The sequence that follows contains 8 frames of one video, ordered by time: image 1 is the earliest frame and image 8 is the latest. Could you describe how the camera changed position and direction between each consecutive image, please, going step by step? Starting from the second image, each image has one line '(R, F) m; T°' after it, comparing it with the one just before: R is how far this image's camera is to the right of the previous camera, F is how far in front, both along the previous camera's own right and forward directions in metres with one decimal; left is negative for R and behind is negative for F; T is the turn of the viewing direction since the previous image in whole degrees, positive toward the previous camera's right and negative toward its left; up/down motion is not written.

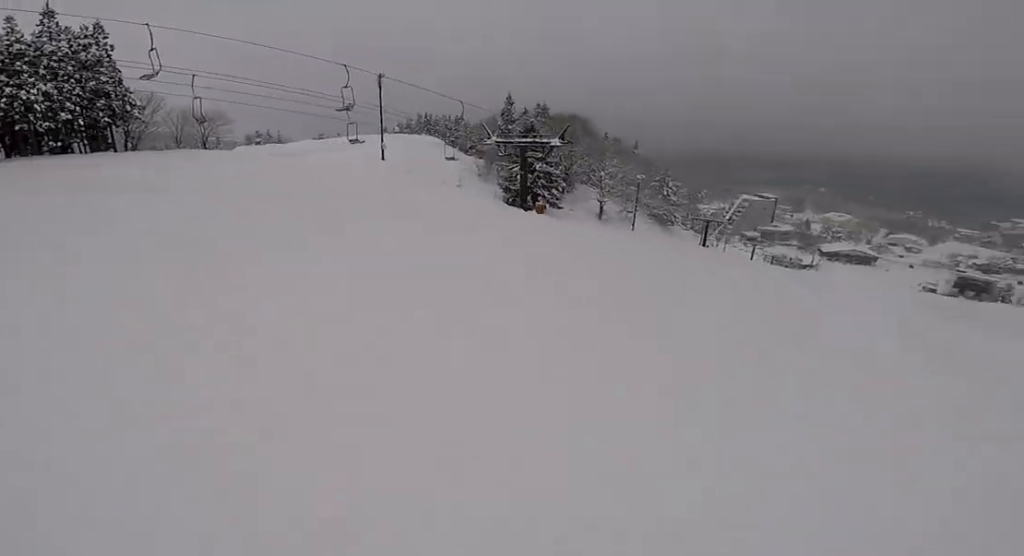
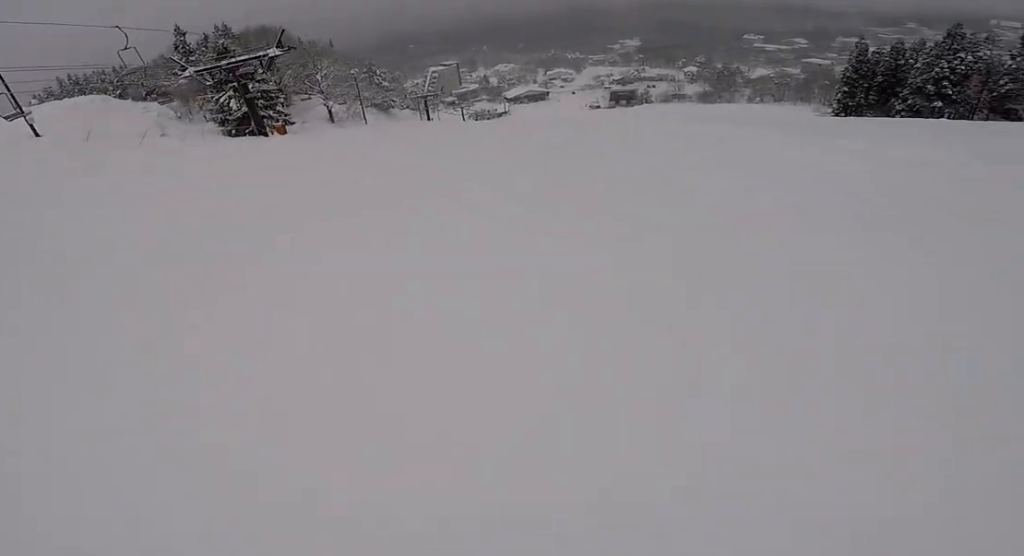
(-0.1, +6.0) m; +16°
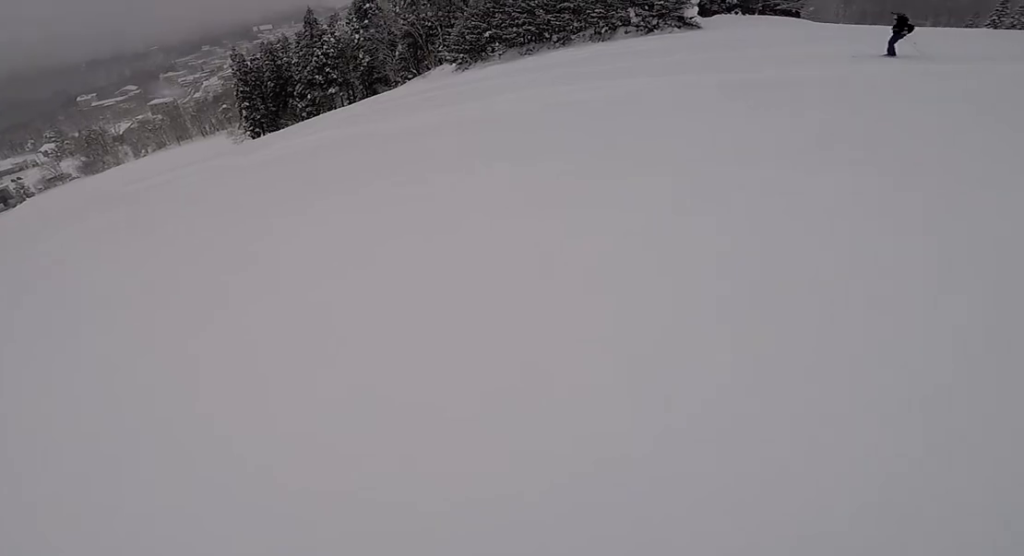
(+9.7, +12.9) m; +61°
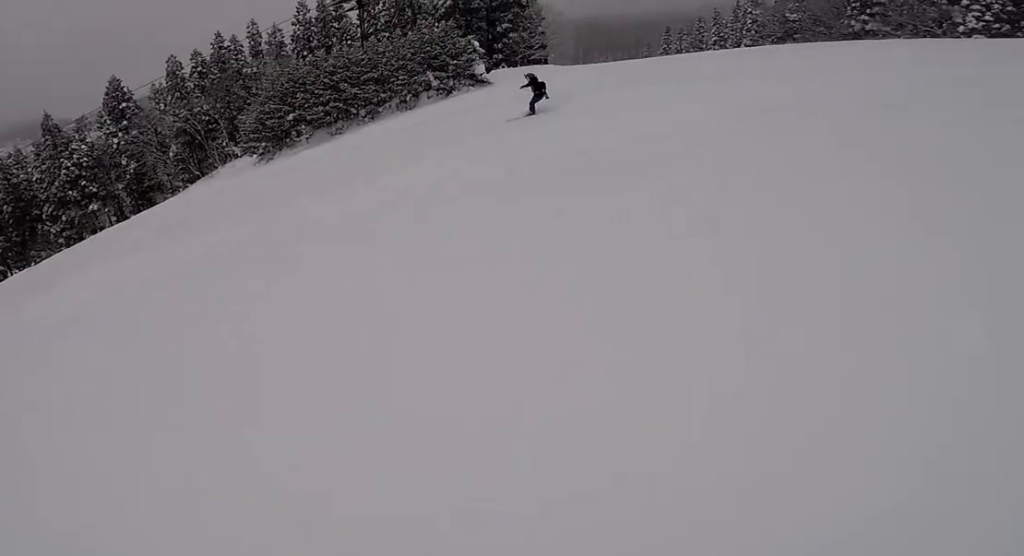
(+0.6, +4.8) m; +10°
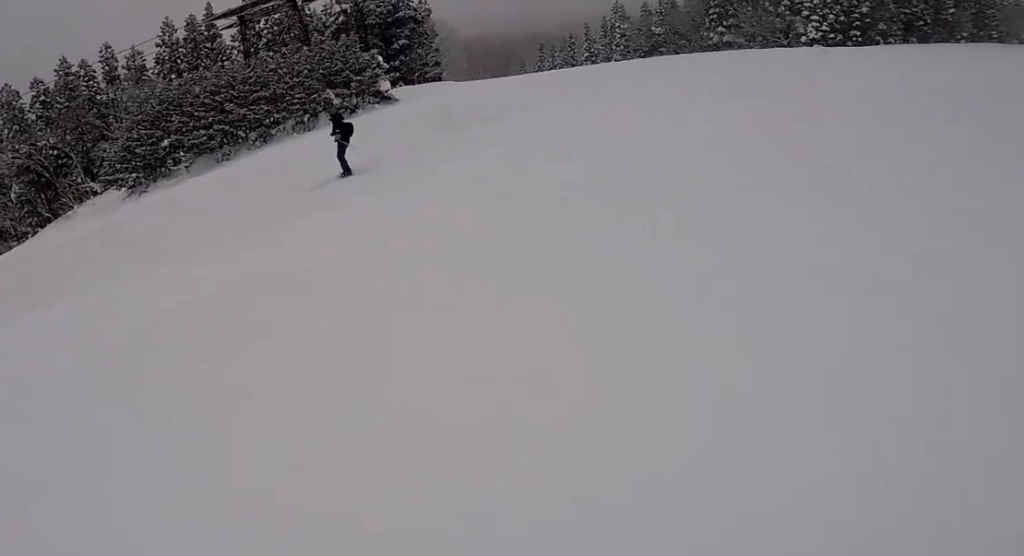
(+0.4, +3.7) m; +6°
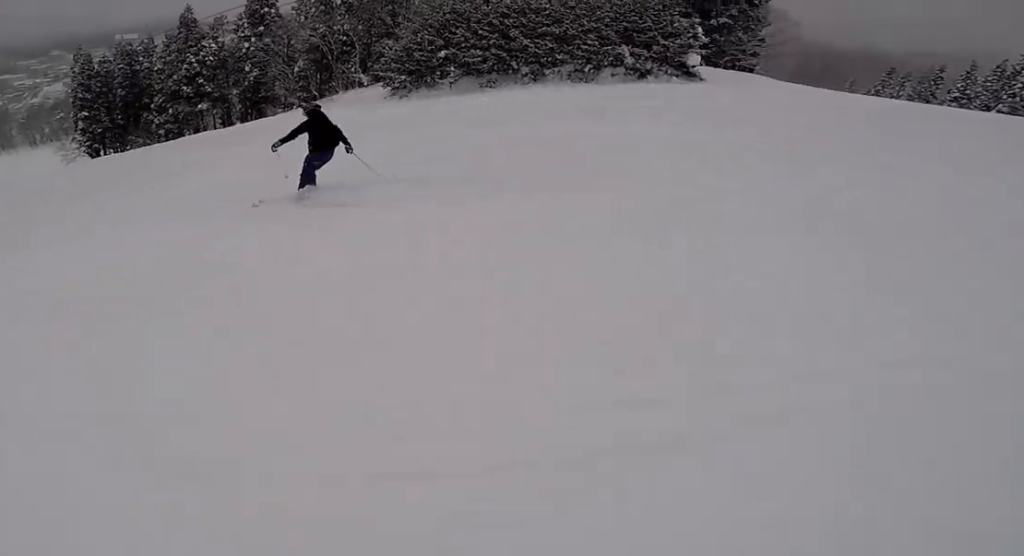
(0.0, +4.4) m; -12°
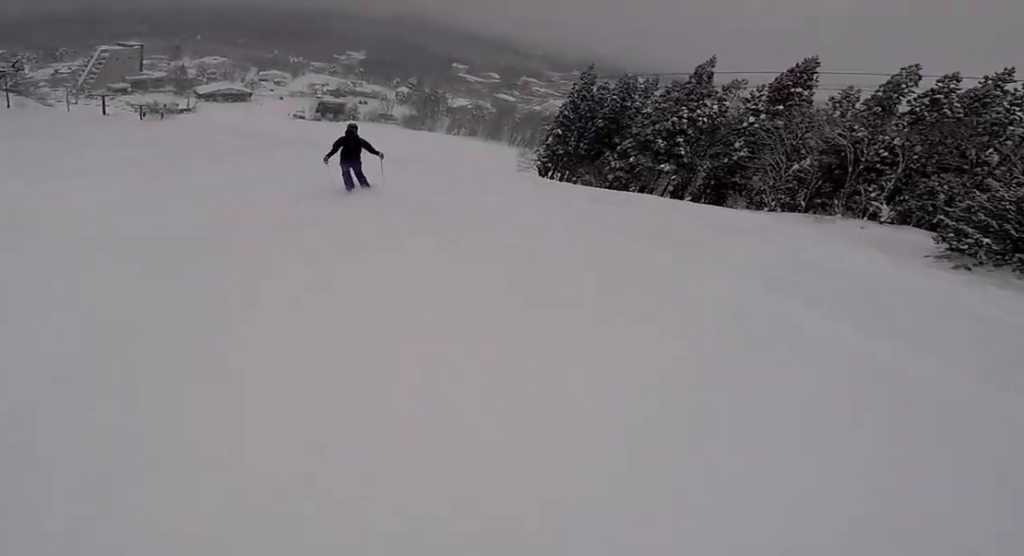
(-2.2, +8.6) m; -35°
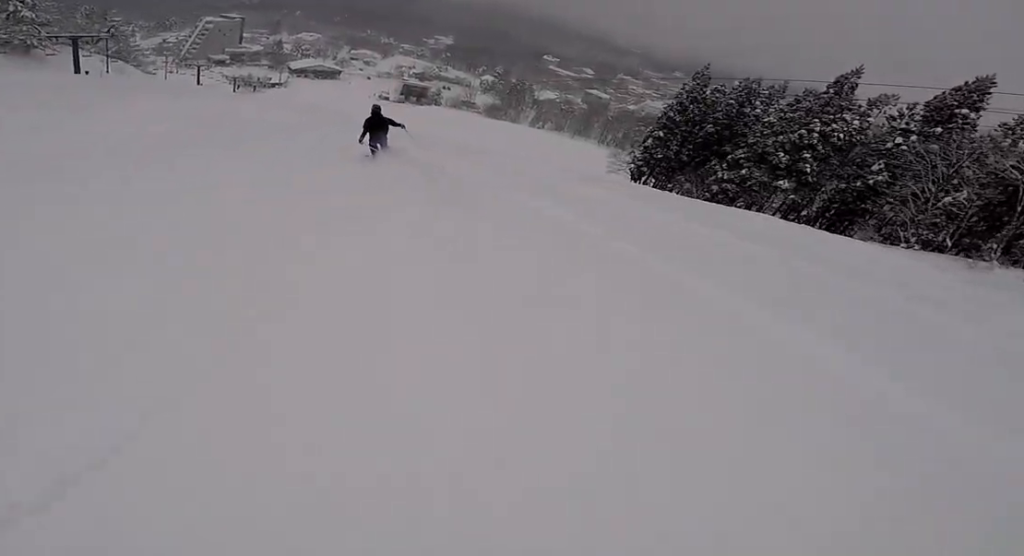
(-0.8, +4.0) m; -5°
